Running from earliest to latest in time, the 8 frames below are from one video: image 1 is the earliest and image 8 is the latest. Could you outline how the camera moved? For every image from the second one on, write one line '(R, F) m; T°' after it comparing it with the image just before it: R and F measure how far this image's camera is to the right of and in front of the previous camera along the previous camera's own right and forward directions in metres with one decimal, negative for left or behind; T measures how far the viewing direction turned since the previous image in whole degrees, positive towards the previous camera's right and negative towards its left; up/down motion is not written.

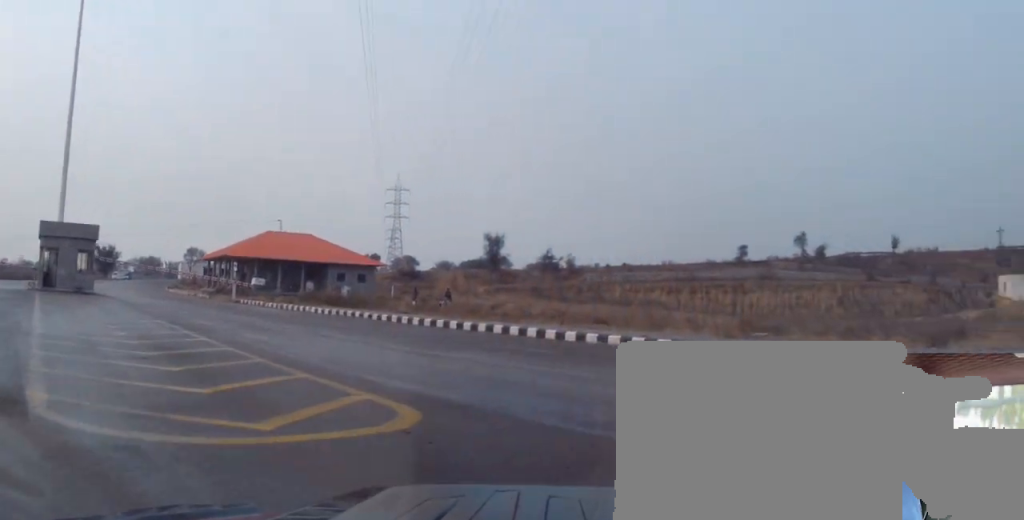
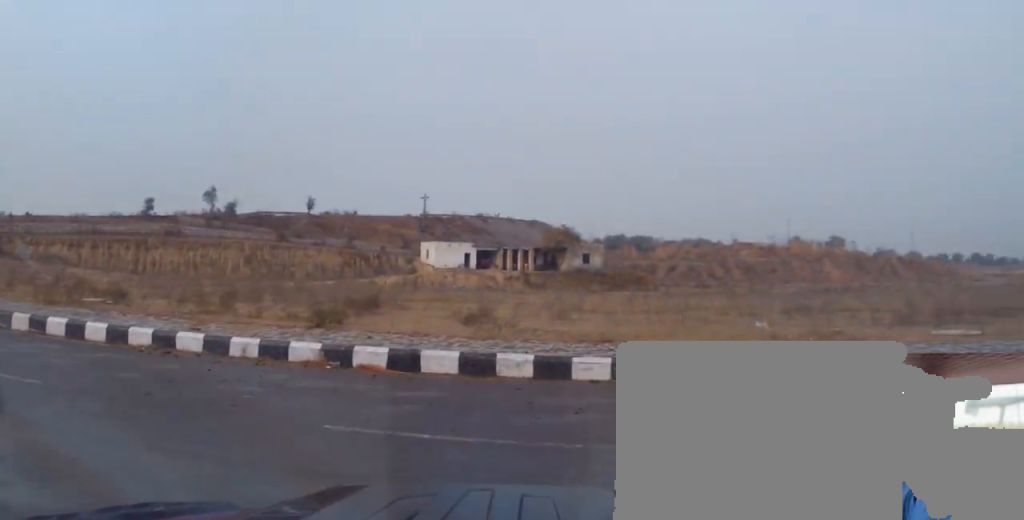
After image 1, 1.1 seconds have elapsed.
(+2.0, +5.6) m; +42°
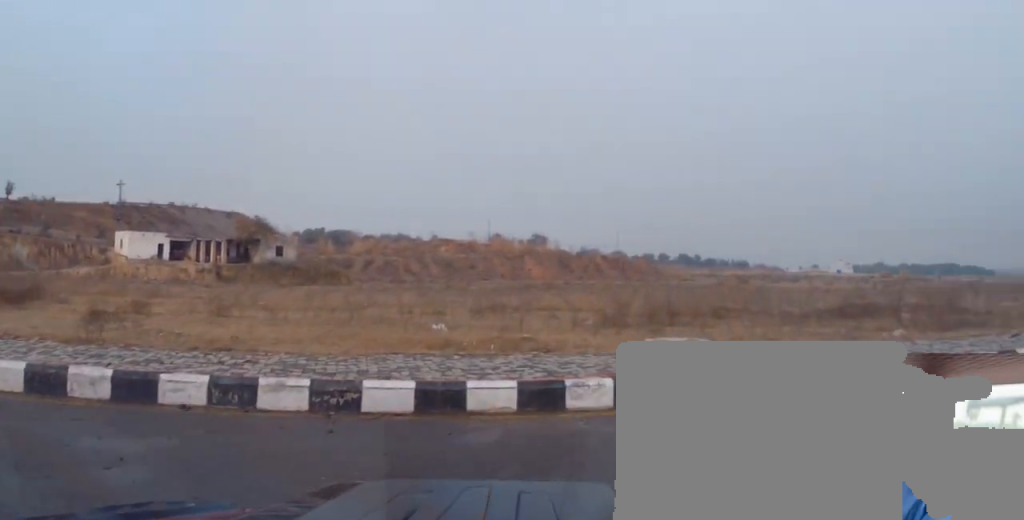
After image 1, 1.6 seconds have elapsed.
(+0.8, +2.2) m; +23°
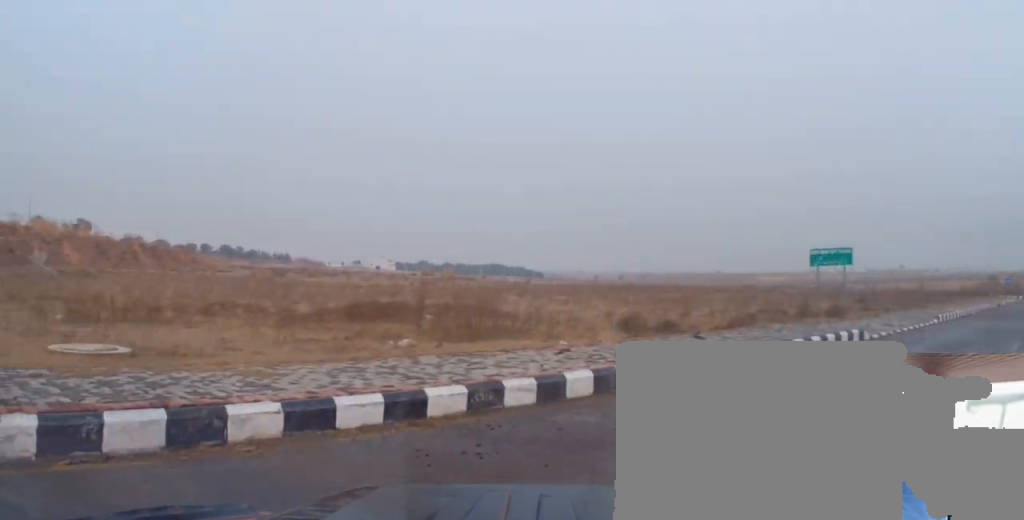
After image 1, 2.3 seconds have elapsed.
(+0.5, +2.9) m; +31°
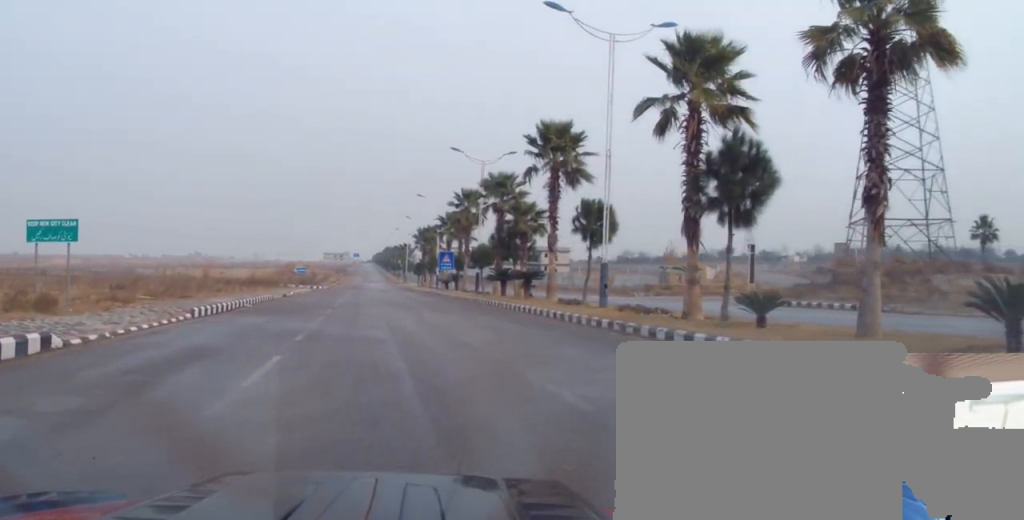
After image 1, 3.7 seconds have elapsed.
(+2.7, +4.6) m; +44°
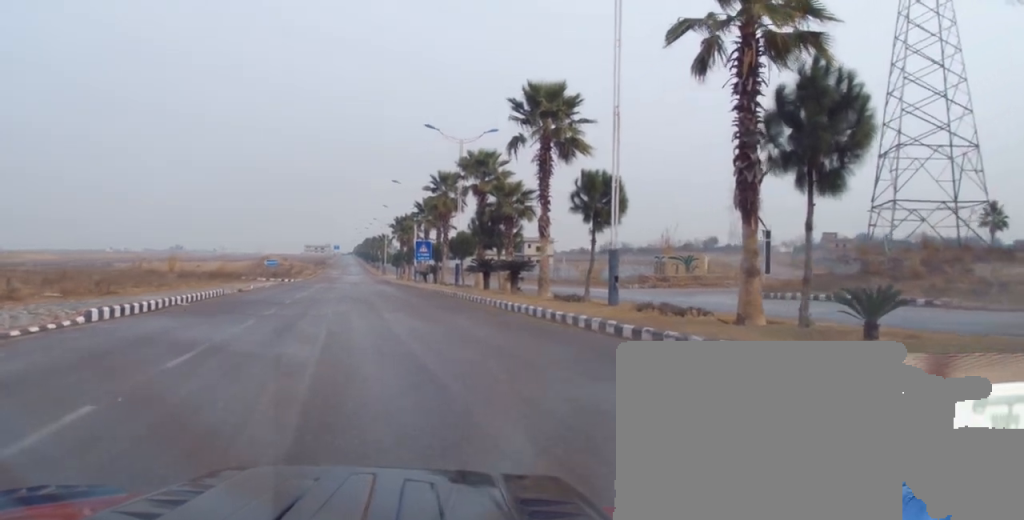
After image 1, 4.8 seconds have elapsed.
(+1.0, +4.9) m; +12°
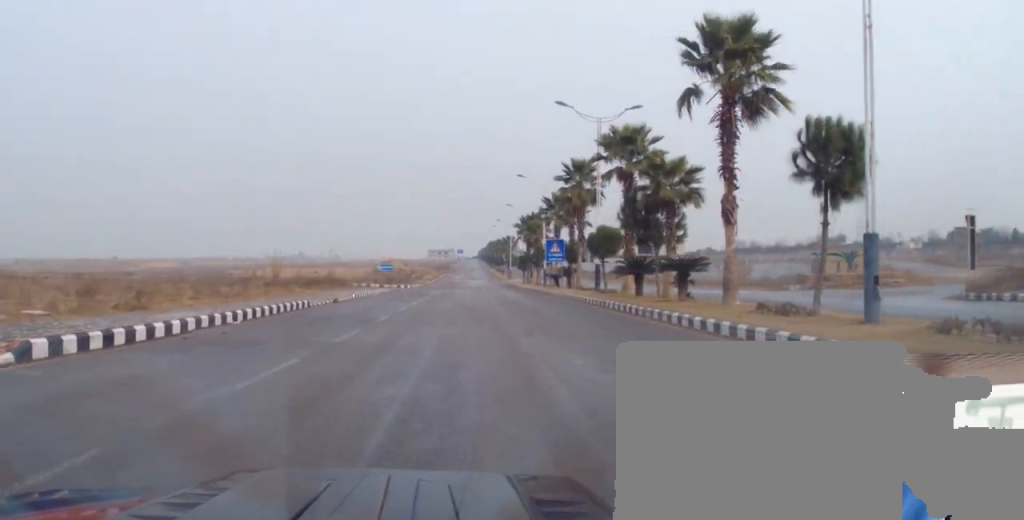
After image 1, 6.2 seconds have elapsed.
(-0.3, +7.4) m; -9°
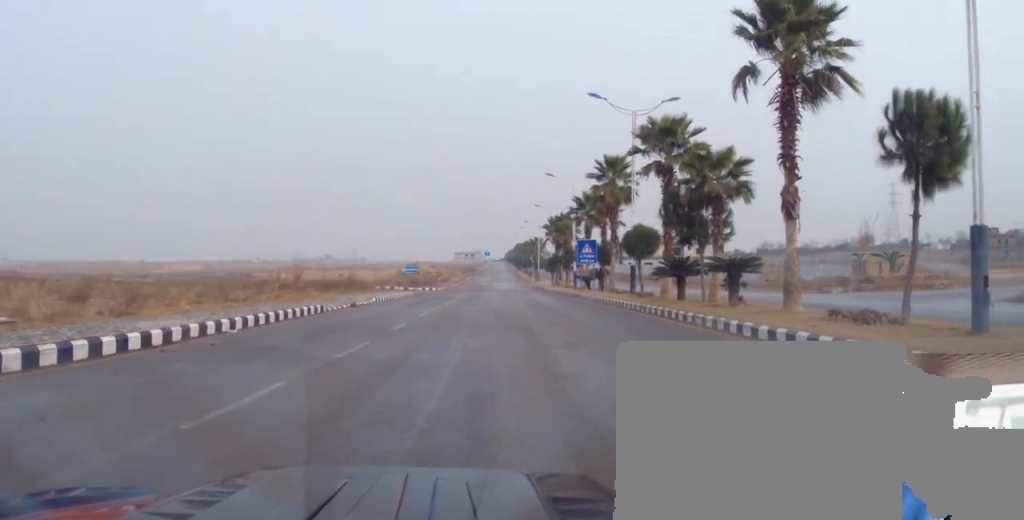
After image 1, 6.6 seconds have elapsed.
(-0.1, +2.4) m; -2°
